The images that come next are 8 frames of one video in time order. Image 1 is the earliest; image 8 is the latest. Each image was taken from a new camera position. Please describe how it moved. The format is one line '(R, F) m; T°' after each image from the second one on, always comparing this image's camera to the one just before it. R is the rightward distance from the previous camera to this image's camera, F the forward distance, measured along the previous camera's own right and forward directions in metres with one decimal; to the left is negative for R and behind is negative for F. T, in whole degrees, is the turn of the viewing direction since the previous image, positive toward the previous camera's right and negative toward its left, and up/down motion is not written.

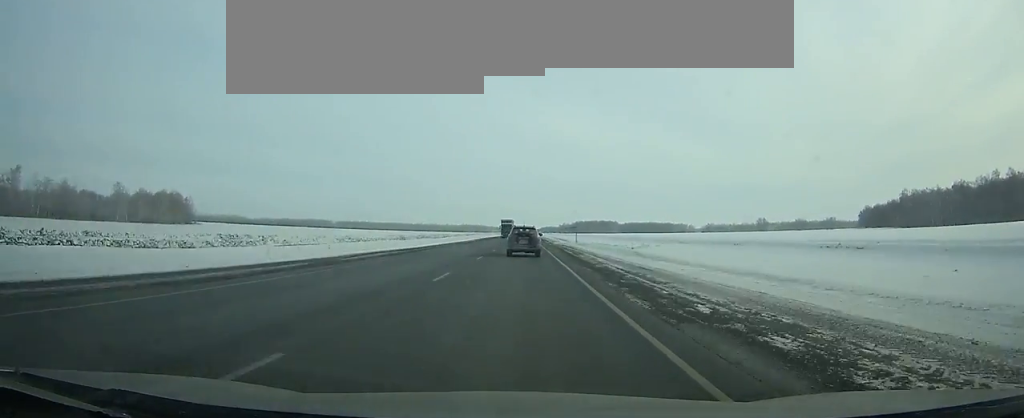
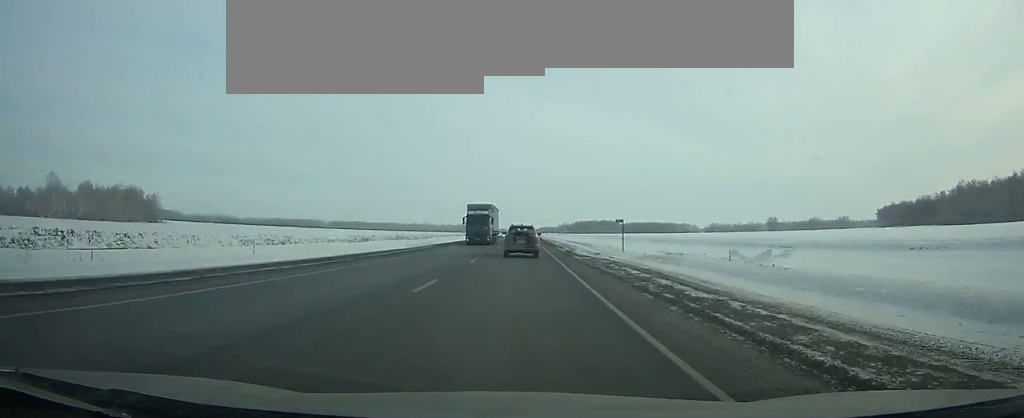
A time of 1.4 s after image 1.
(0.0, +37.1) m; 0°
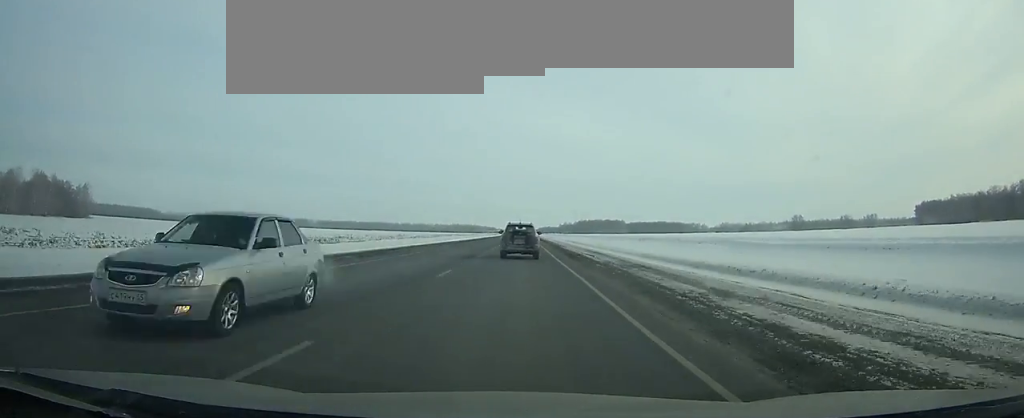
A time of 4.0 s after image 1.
(+0.1, +66.1) m; 0°
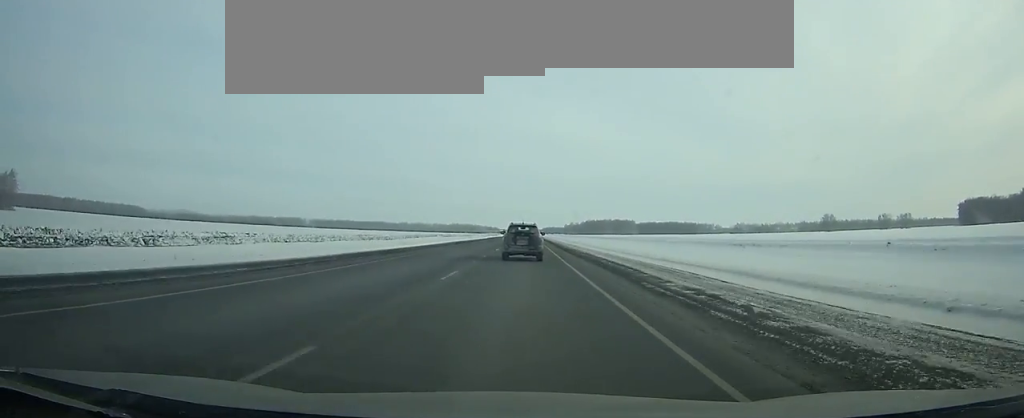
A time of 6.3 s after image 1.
(-0.1, +55.1) m; 0°
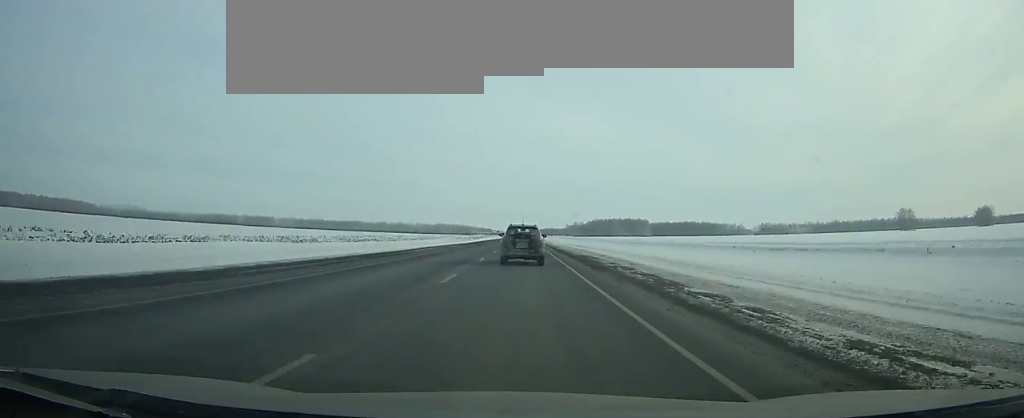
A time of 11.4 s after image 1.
(0.0, +124.2) m; 0°
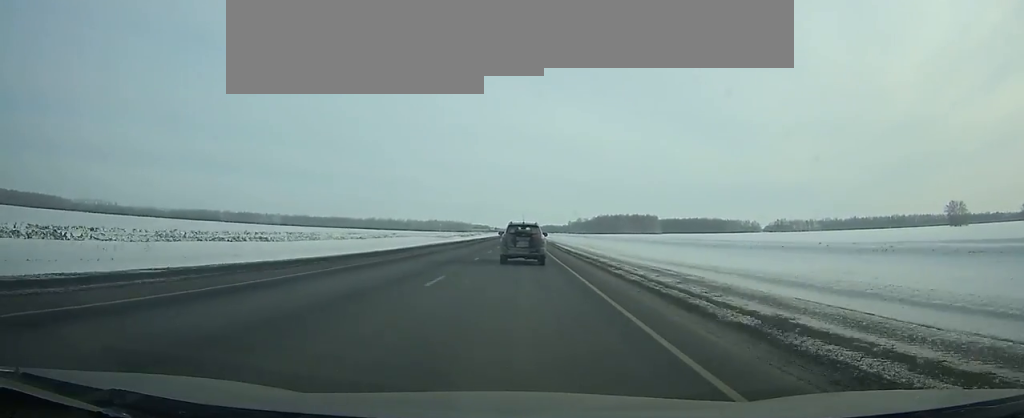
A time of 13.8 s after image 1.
(0.0, +60.2) m; 0°
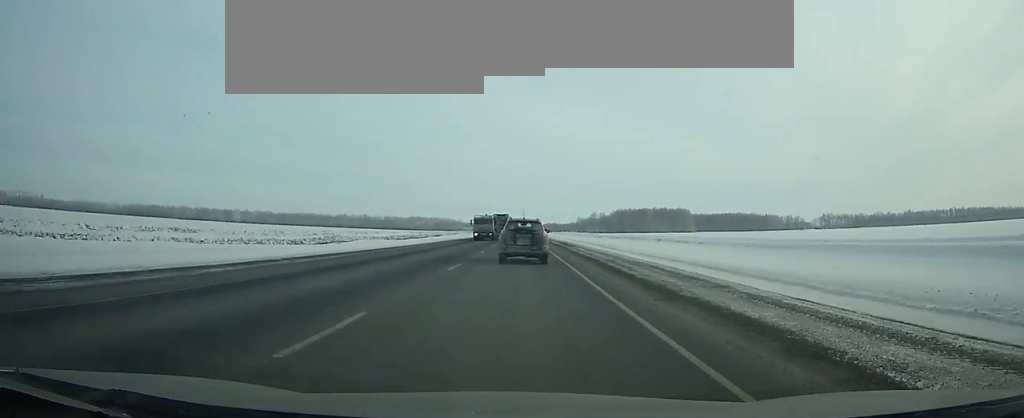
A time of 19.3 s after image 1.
(0.0, +140.7) m; 0°
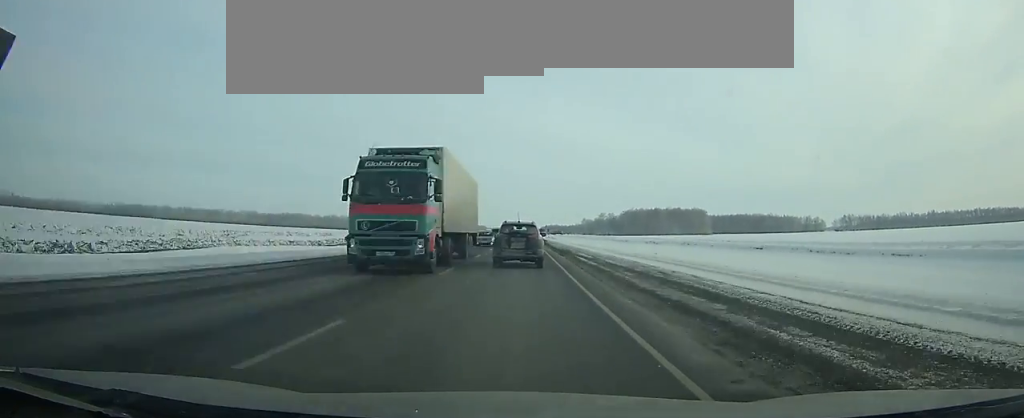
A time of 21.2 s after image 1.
(+0.1, +48.4) m; 0°
